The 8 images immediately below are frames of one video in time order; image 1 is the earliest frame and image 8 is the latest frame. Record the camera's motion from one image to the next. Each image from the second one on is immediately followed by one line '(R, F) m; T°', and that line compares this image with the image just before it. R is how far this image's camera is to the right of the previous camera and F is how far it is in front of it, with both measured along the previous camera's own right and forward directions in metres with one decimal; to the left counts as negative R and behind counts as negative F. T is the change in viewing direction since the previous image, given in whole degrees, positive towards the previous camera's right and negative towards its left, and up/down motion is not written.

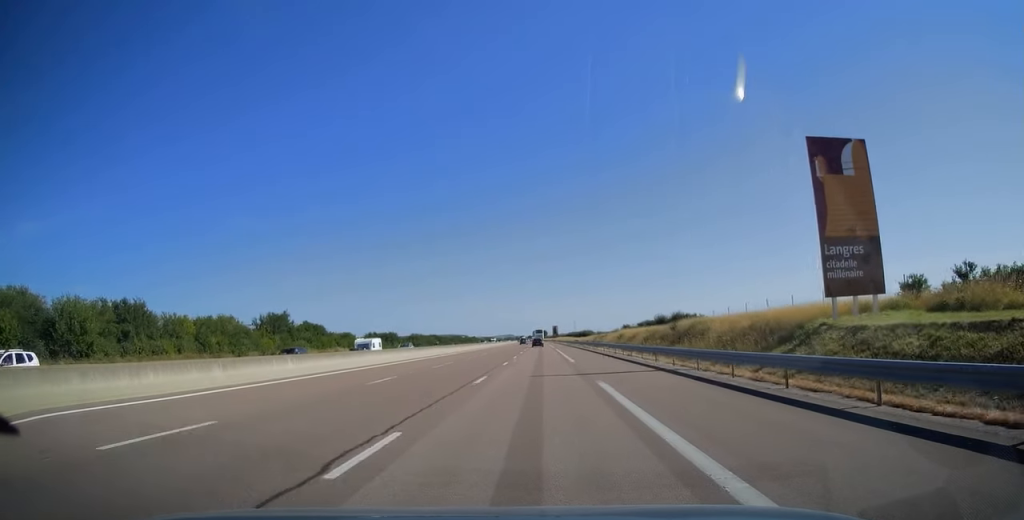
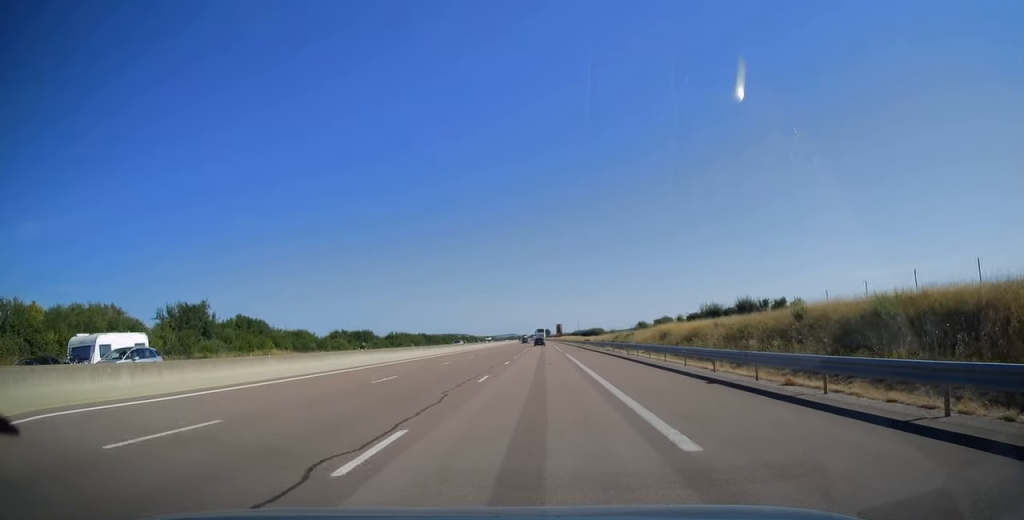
(0.0, +25.8) m; 0°
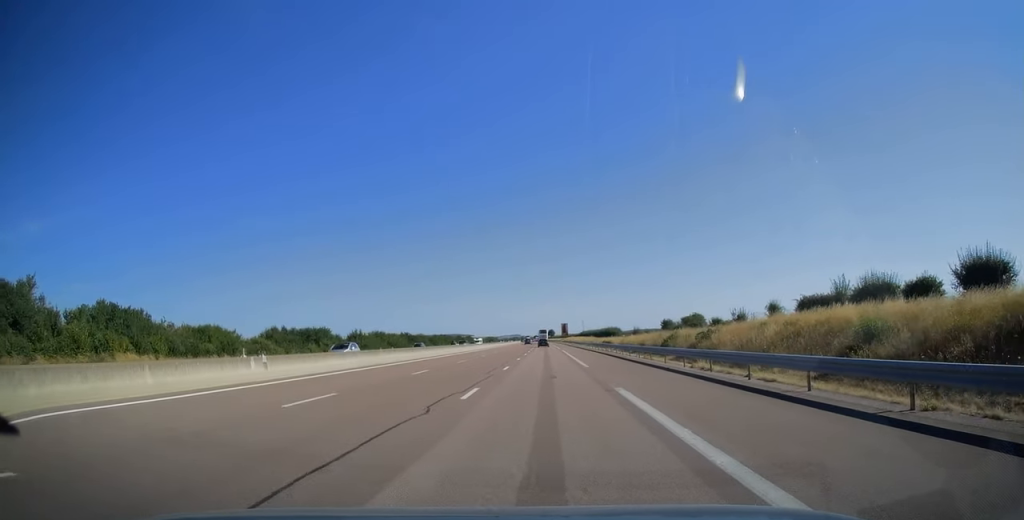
(-0.1, +30.9) m; 0°
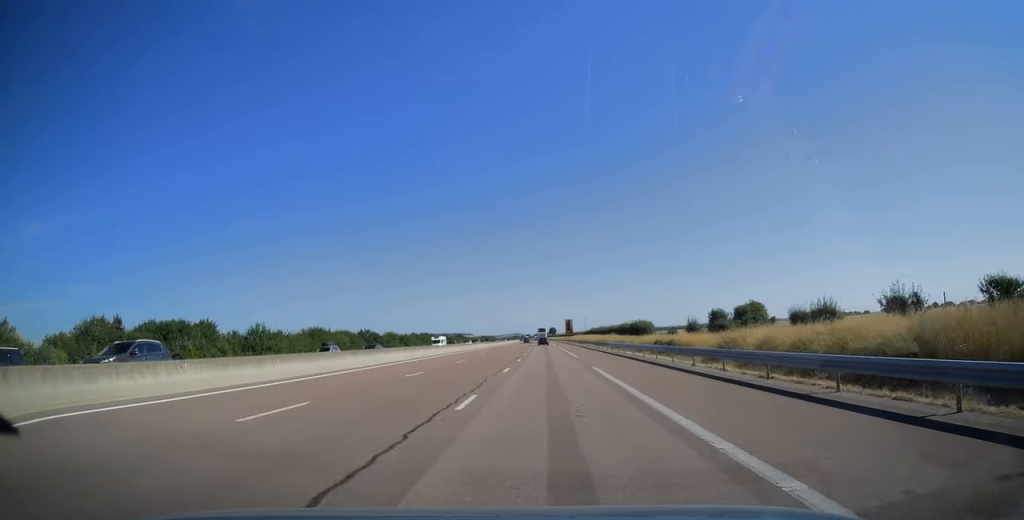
(0.0, +40.9) m; 0°
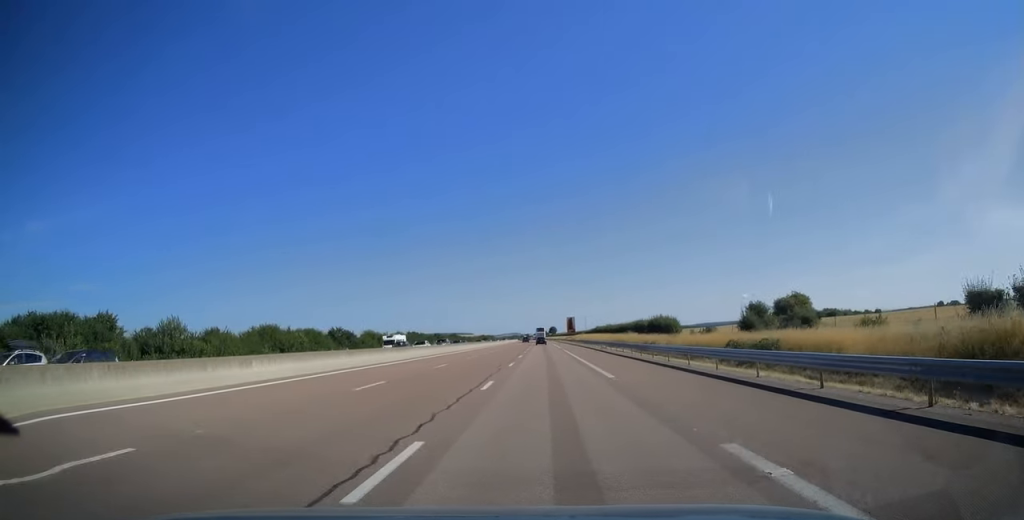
(0.0, +19.1) m; 0°
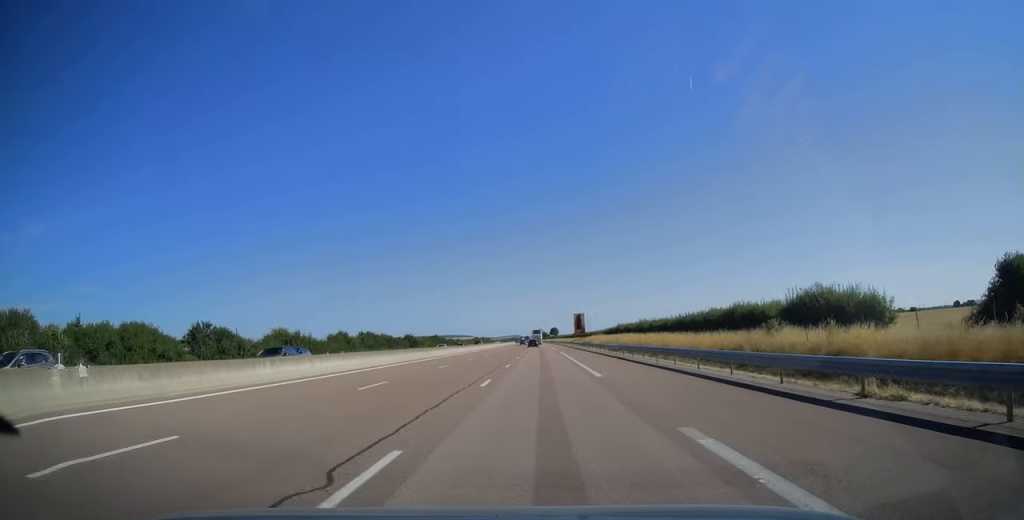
(-0.2, +49.9) m; 0°
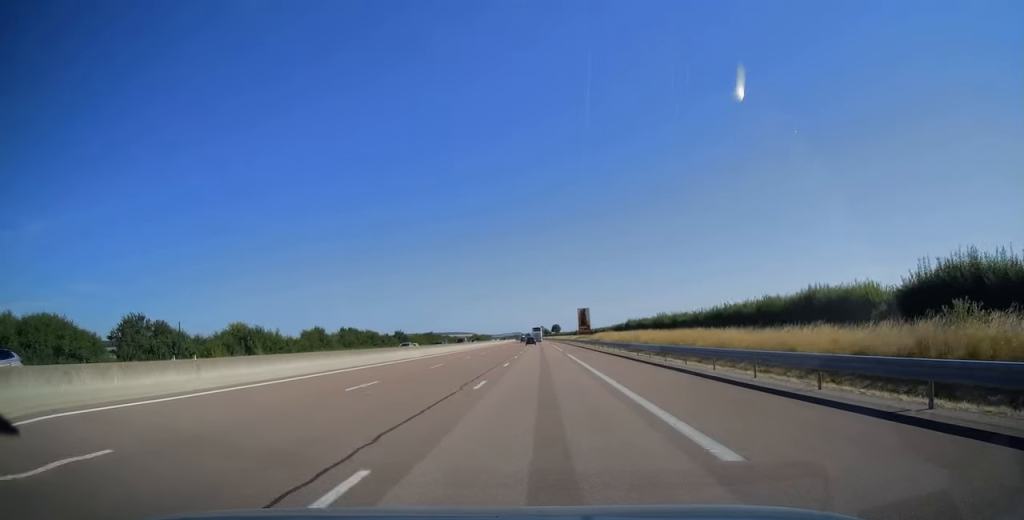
(0.0, +14.2) m; 0°
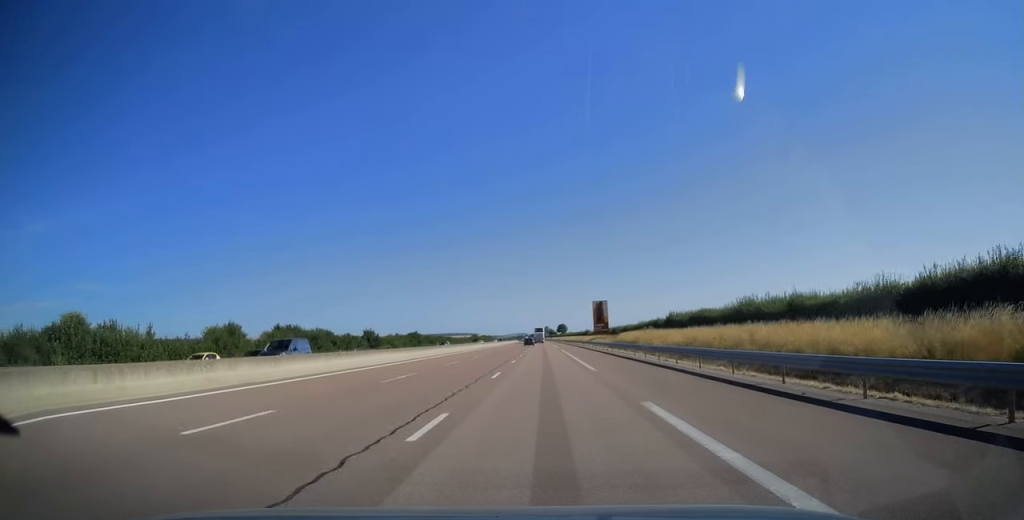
(-0.1, +34.0) m; 0°
